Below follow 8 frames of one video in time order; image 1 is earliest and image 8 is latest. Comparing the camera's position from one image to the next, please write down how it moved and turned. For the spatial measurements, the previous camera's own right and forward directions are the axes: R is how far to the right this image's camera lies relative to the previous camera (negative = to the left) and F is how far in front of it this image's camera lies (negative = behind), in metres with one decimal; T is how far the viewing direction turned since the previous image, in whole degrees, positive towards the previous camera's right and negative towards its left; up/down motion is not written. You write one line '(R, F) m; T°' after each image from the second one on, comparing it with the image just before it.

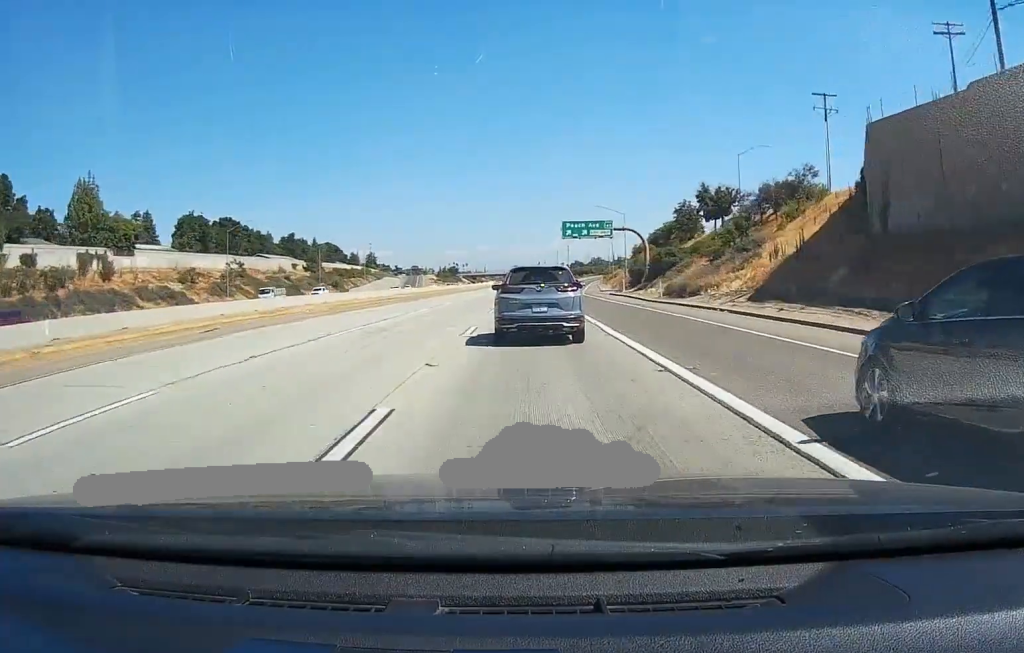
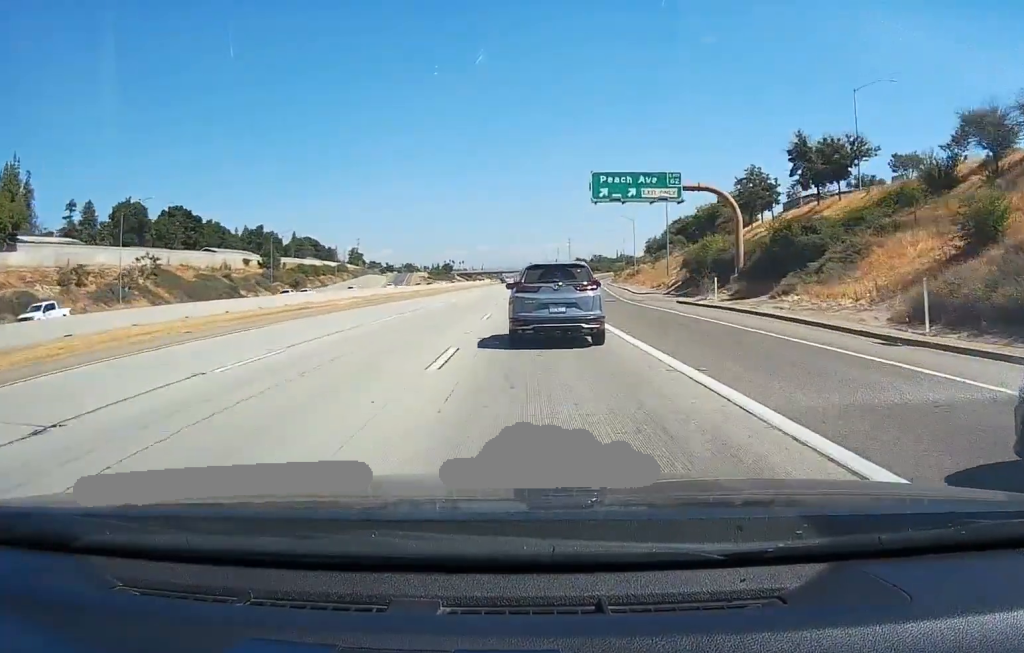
(-0.5, +37.2) m; -1°
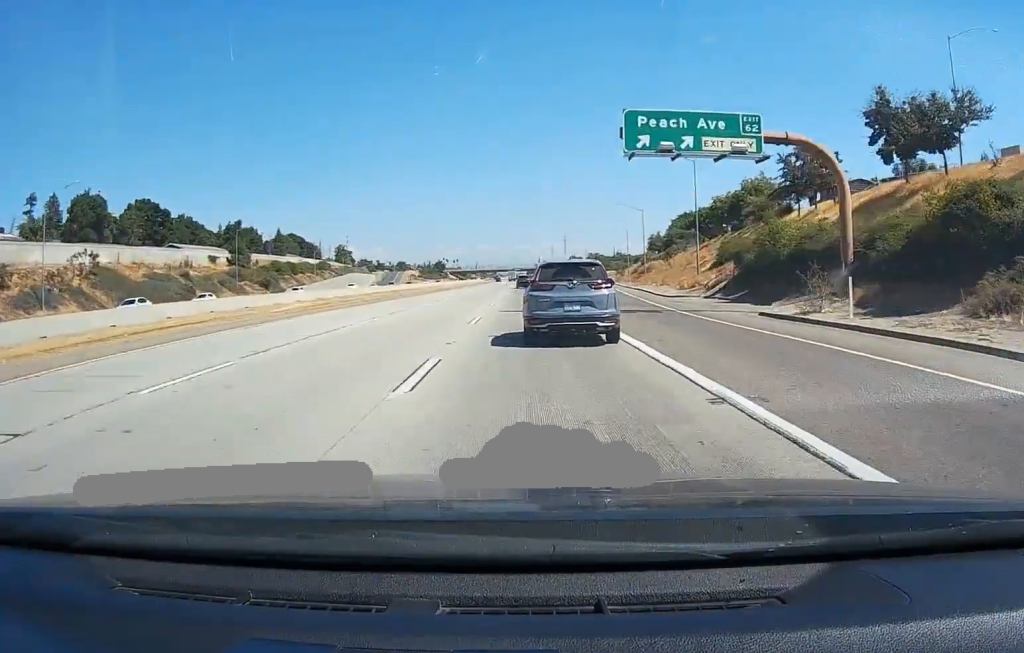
(+0.1, +17.8) m; 0°
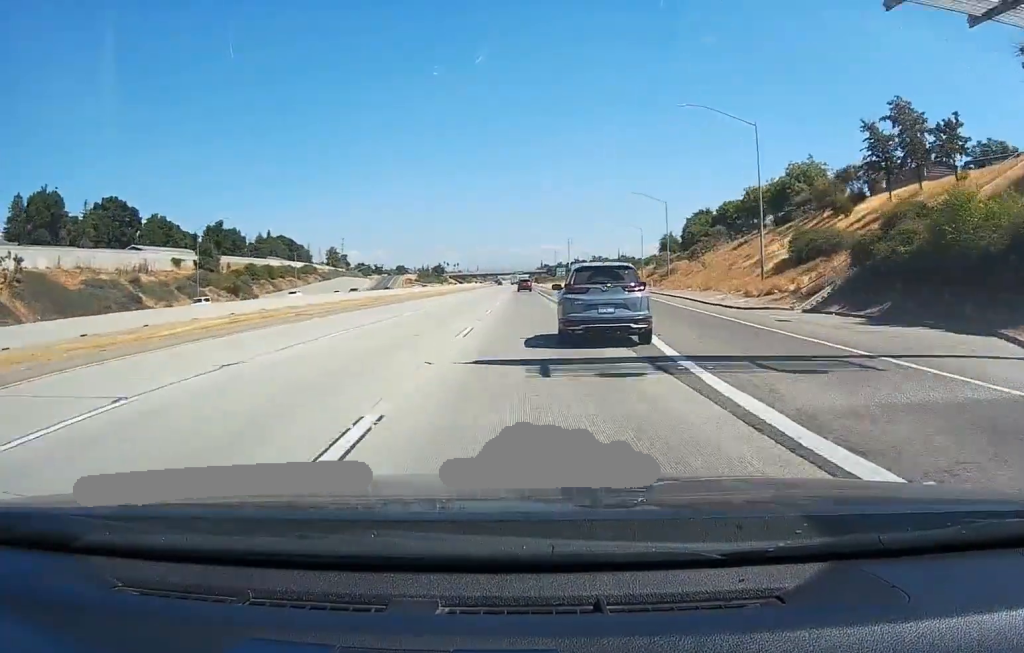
(0.0, +19.5) m; 0°
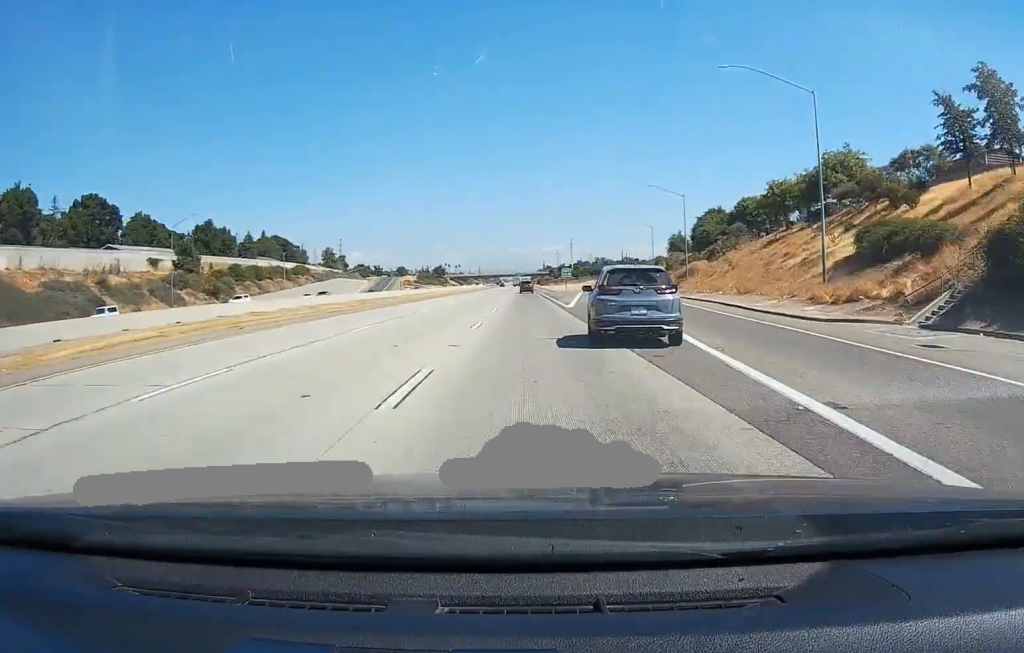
(0.0, +11.0) m; 0°
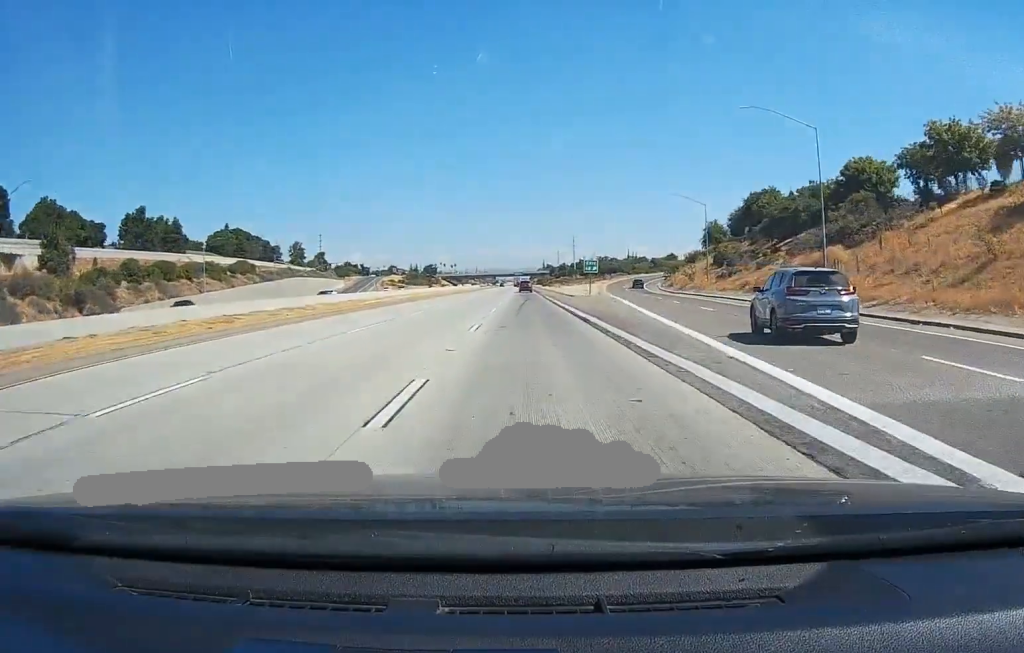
(+0.1, +44.7) m; 0°
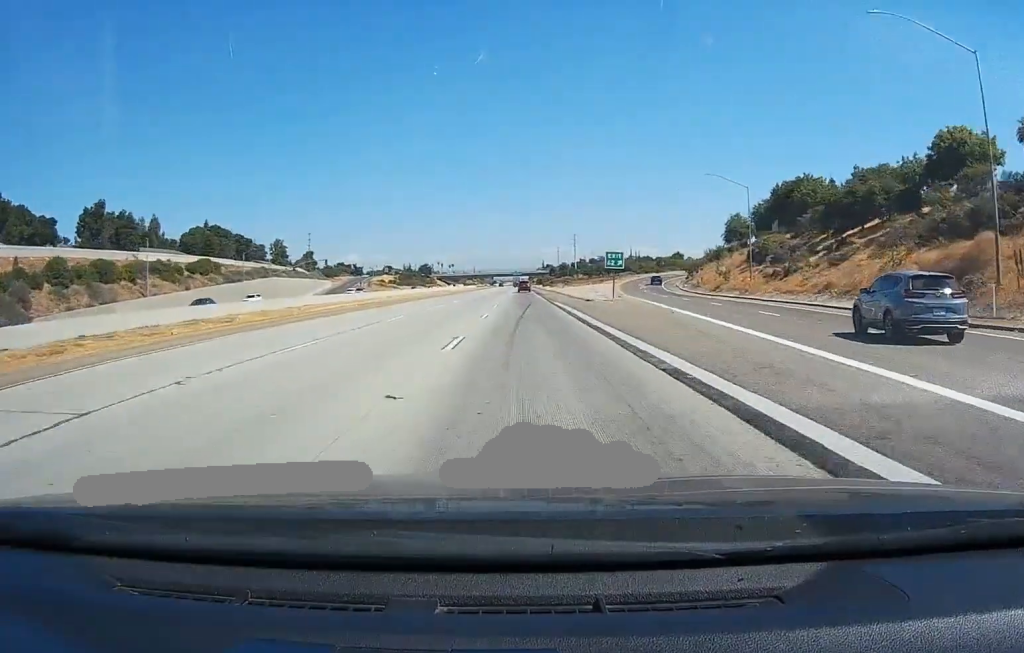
(0.0, +20.4) m; 0°
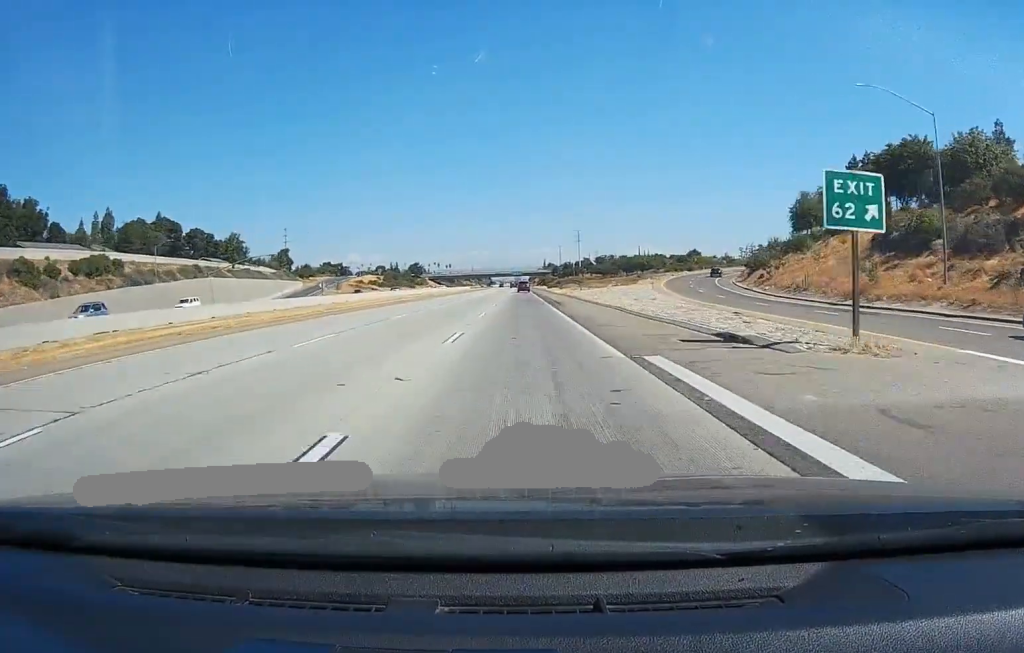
(+0.4, +40.4) m; +1°
